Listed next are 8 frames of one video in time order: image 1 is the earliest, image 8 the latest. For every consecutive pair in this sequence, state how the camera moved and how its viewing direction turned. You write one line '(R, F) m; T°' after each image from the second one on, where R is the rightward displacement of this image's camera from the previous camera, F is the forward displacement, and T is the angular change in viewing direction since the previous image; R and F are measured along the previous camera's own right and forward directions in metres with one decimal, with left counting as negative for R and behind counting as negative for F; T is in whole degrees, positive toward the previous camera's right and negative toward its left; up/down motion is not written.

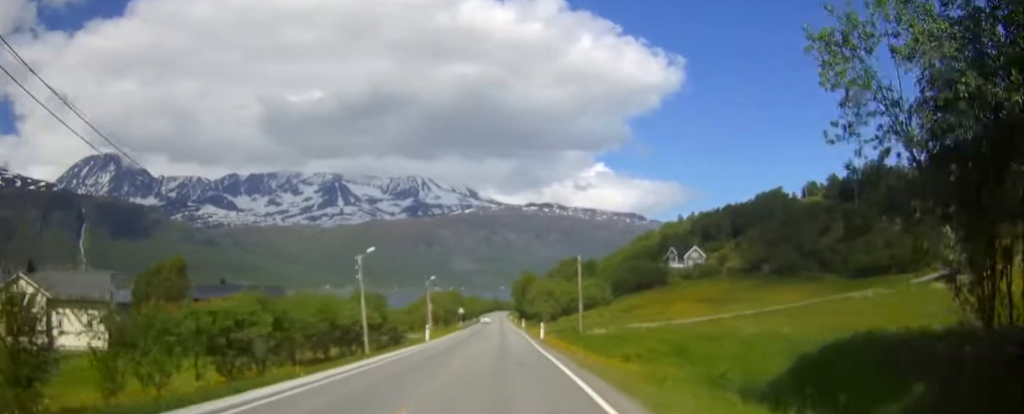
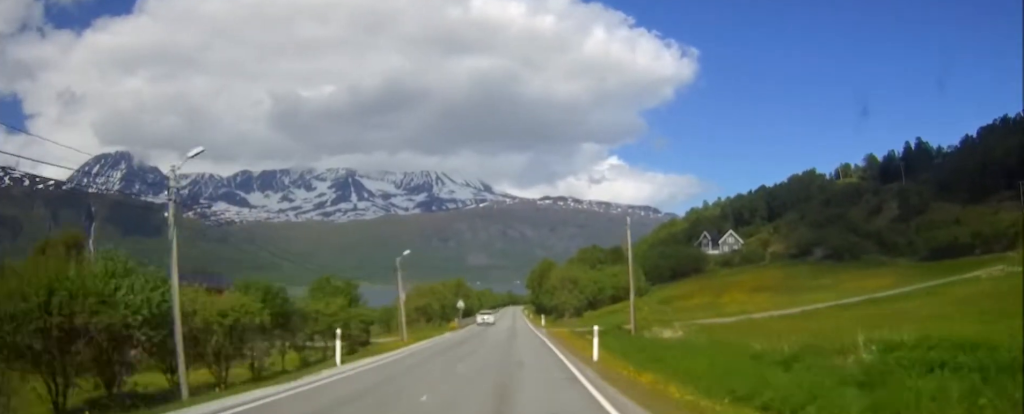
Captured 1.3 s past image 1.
(-0.3, +28.5) m; -1°
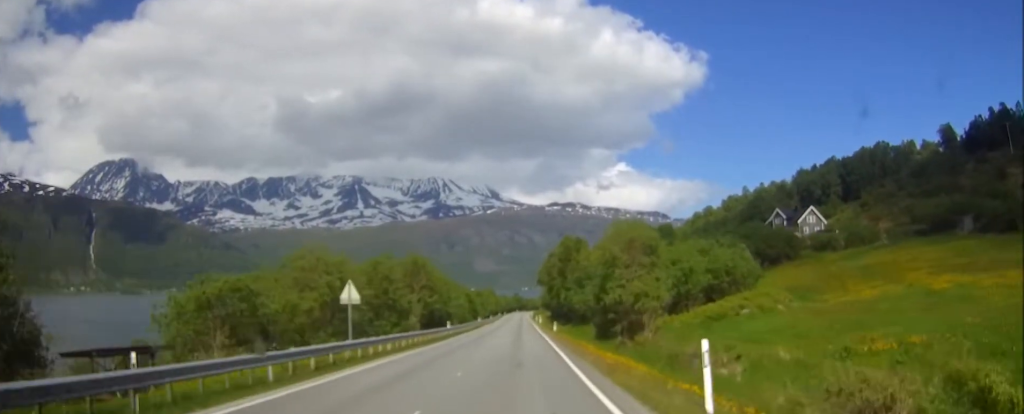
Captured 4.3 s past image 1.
(-0.6, +64.5) m; -1°
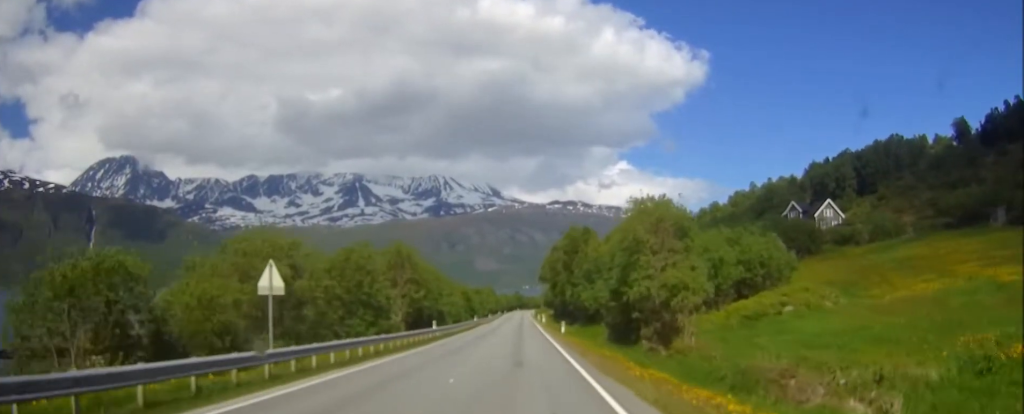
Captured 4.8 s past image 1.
(0.0, +10.3) m; 0°
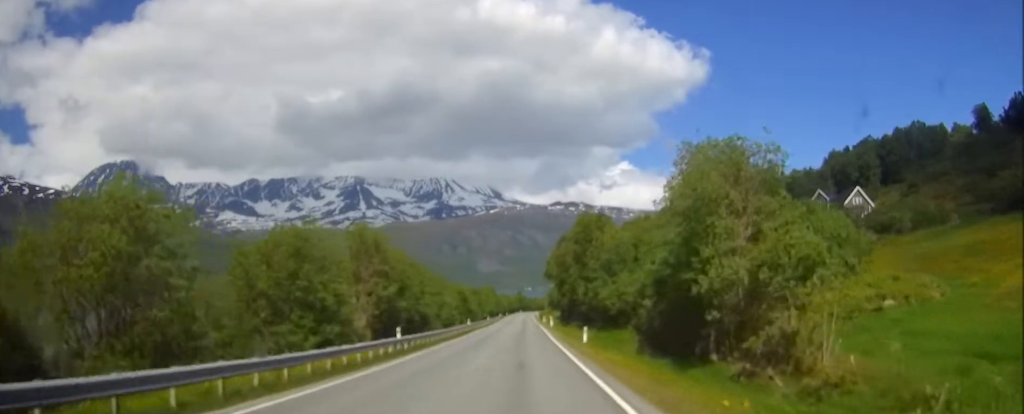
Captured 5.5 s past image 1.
(-0.1, +15.4) m; 0°
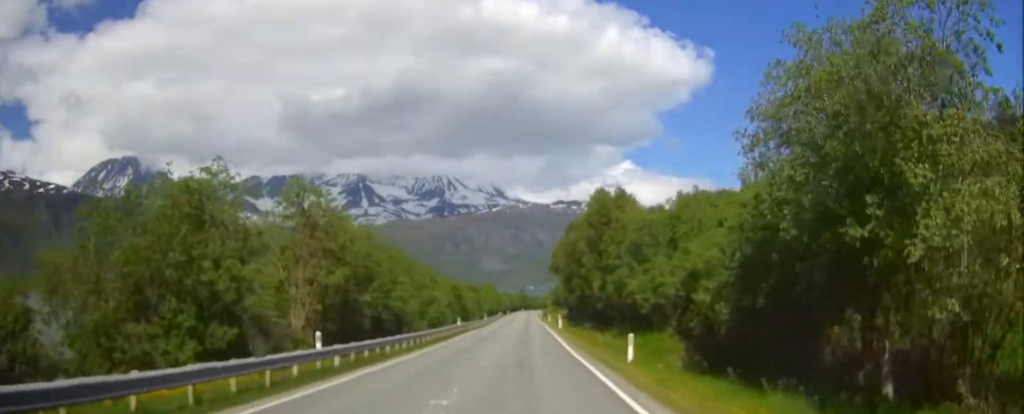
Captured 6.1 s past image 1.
(+0.1, +13.5) m; 0°
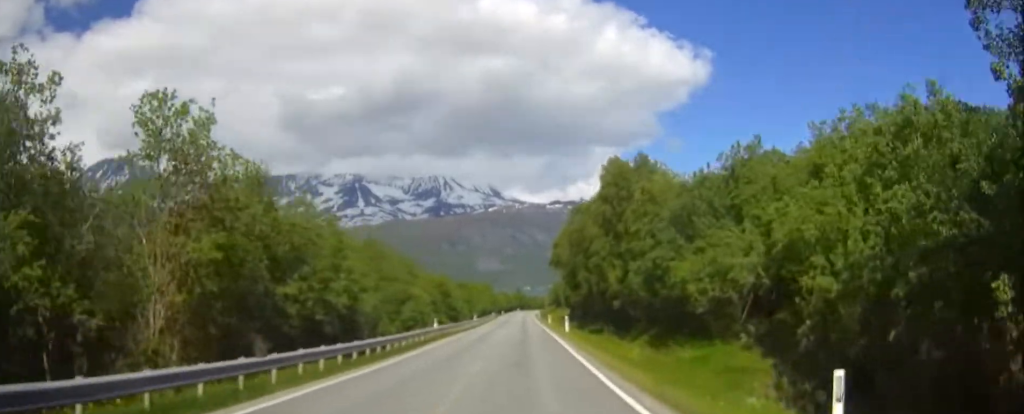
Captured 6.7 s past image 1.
(+0.1, +13.4) m; 0°
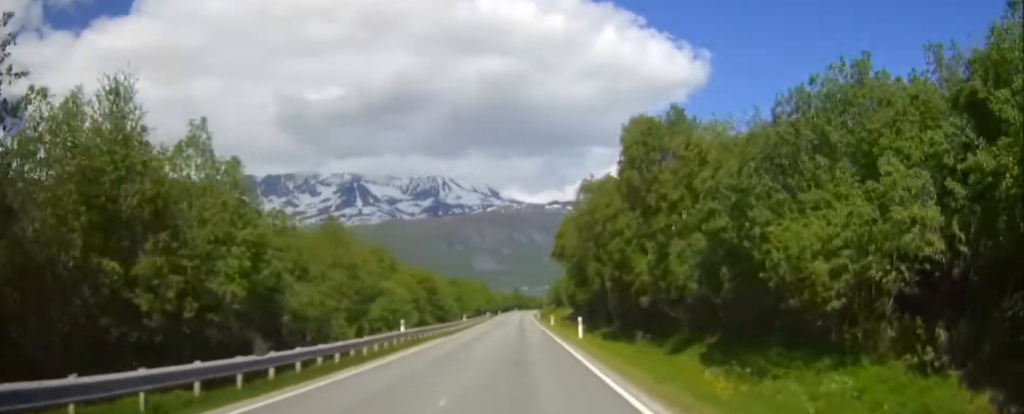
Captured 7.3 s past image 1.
(0.0, +12.0) m; 0°
